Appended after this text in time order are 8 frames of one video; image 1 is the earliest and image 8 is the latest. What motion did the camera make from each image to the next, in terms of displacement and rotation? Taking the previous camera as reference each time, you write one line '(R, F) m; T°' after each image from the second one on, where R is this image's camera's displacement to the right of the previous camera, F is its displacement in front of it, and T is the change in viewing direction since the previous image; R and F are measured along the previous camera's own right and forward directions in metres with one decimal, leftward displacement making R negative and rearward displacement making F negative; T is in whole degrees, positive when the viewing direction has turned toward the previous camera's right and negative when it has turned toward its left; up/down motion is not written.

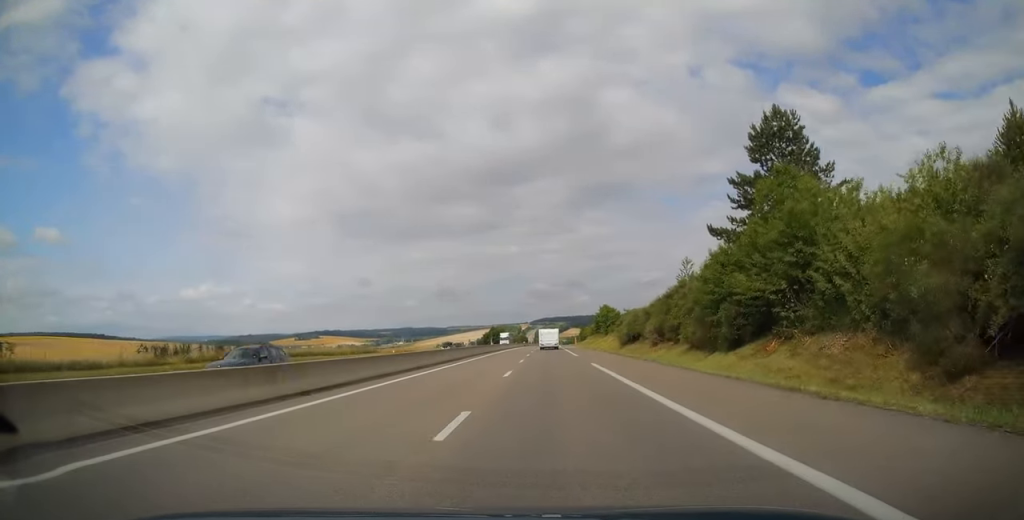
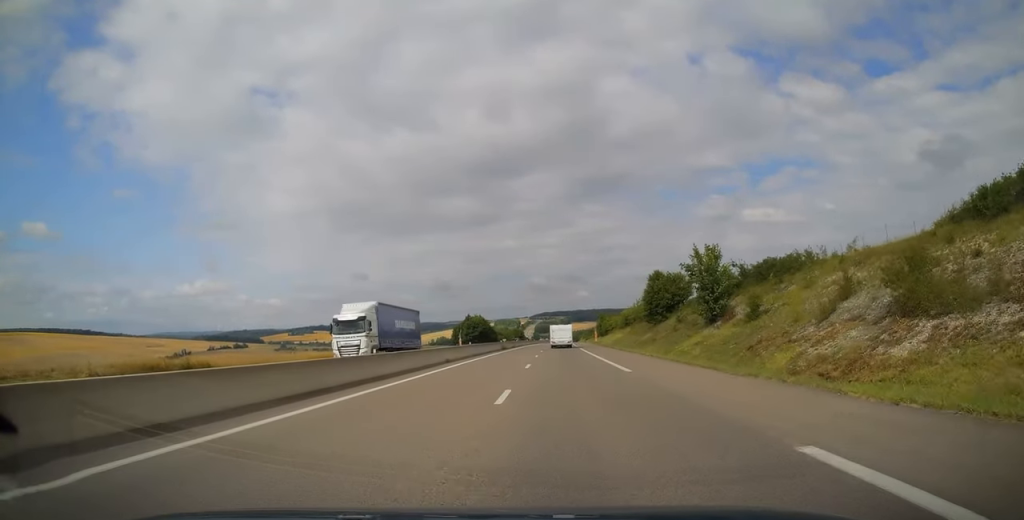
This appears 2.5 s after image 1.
(-1.0, +77.0) m; 0°
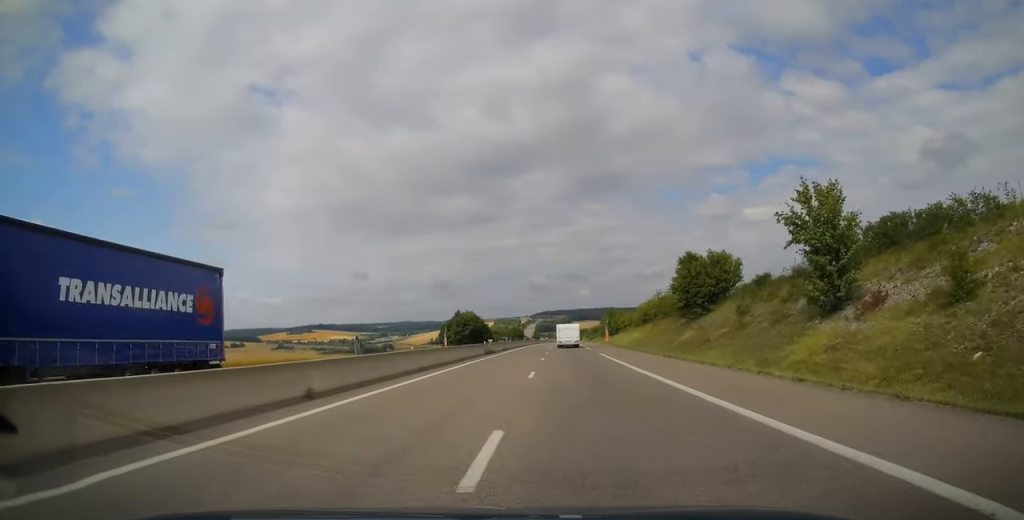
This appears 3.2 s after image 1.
(+0.3, +20.0) m; 0°
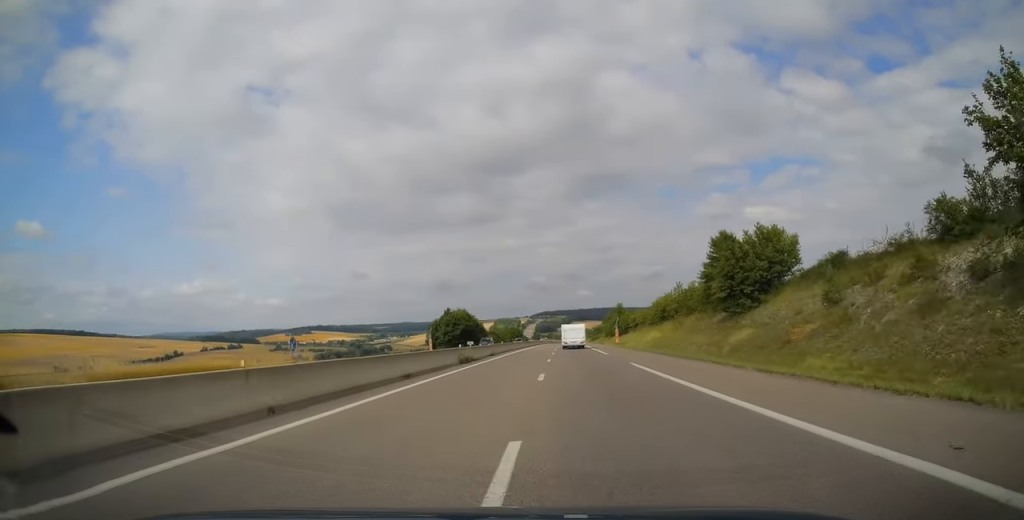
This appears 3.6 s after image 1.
(0.0, +14.4) m; 0°
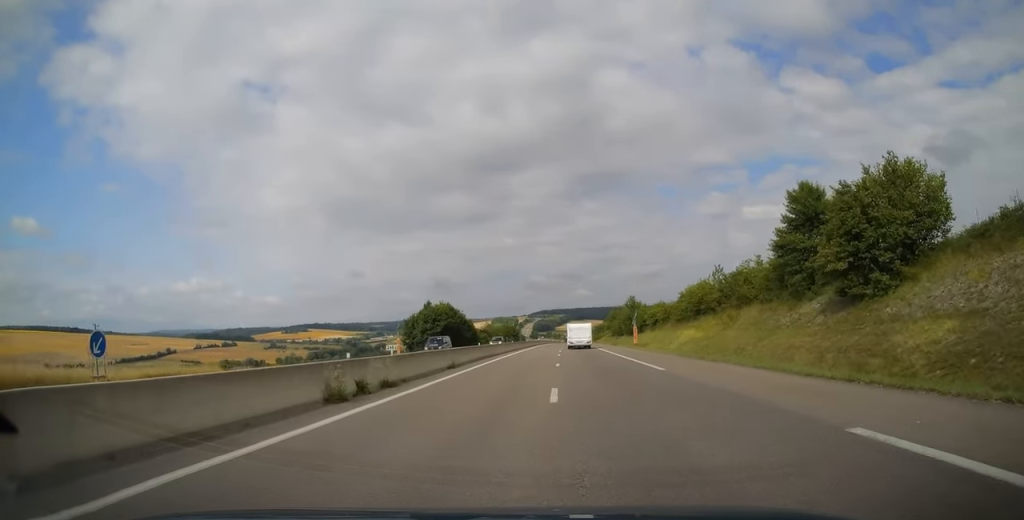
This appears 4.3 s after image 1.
(-0.3, +19.5) m; 0°
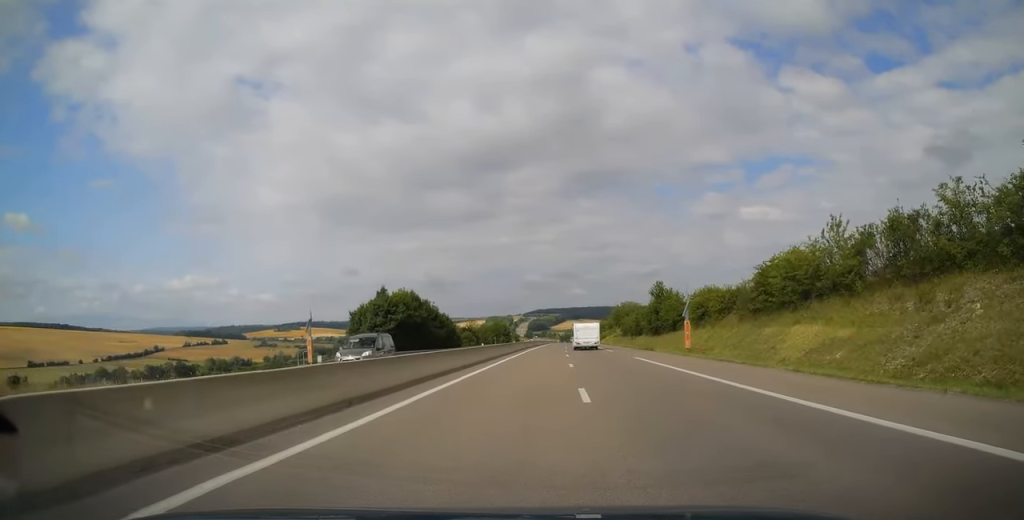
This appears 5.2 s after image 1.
(+0.3, +27.1) m; +1°
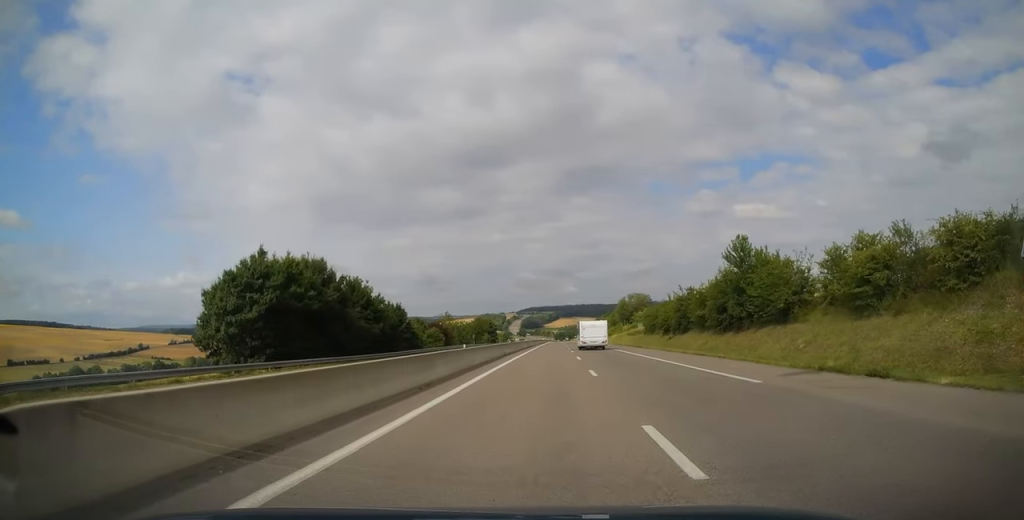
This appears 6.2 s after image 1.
(+0.5, +33.4) m; 0°
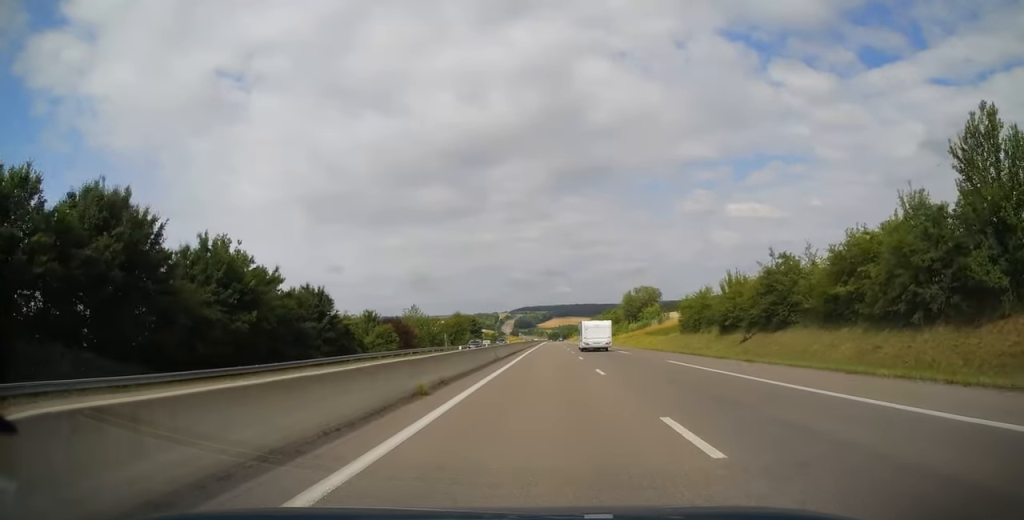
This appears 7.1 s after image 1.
(-0.2, +26.2) m; 0°
